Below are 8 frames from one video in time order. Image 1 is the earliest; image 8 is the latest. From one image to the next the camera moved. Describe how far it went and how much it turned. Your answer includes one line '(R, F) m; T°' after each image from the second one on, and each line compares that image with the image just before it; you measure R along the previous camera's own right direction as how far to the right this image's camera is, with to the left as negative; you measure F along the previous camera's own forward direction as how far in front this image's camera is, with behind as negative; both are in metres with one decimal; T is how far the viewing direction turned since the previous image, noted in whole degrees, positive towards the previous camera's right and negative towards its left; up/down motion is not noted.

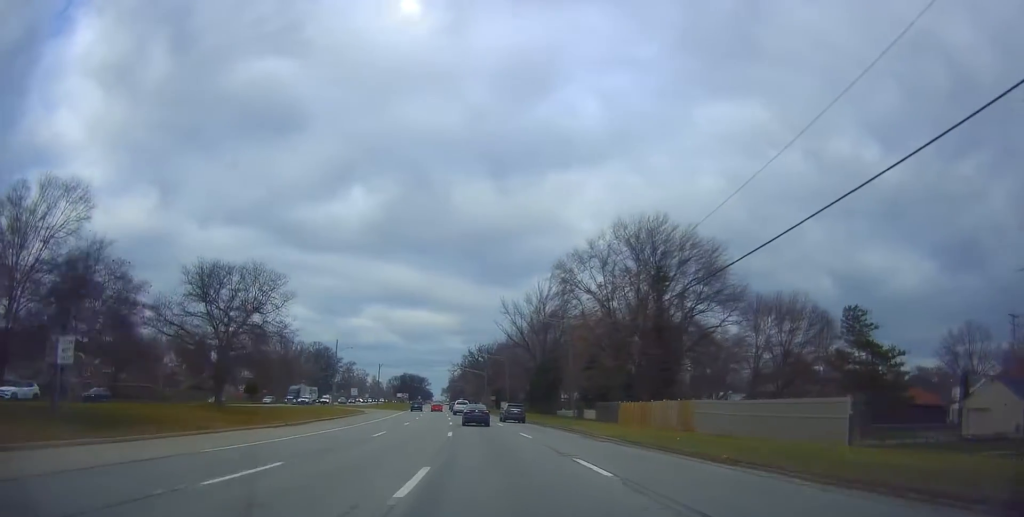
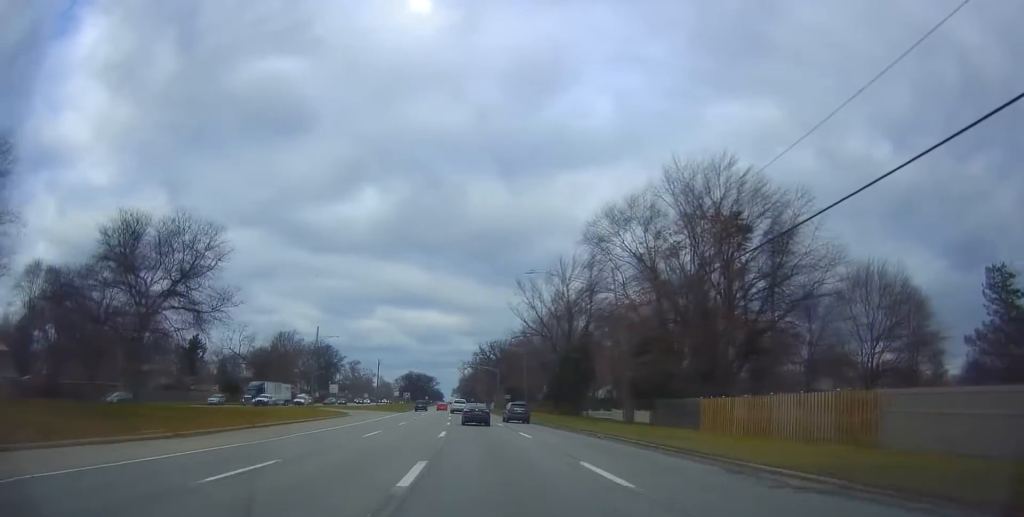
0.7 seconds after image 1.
(0.0, +16.8) m; -1°
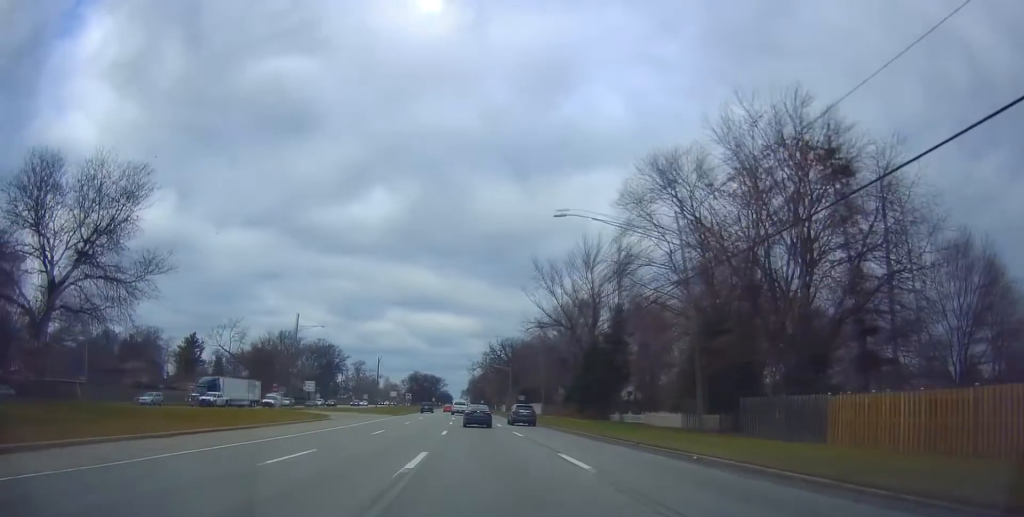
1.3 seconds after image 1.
(0.0, +12.3) m; -1°
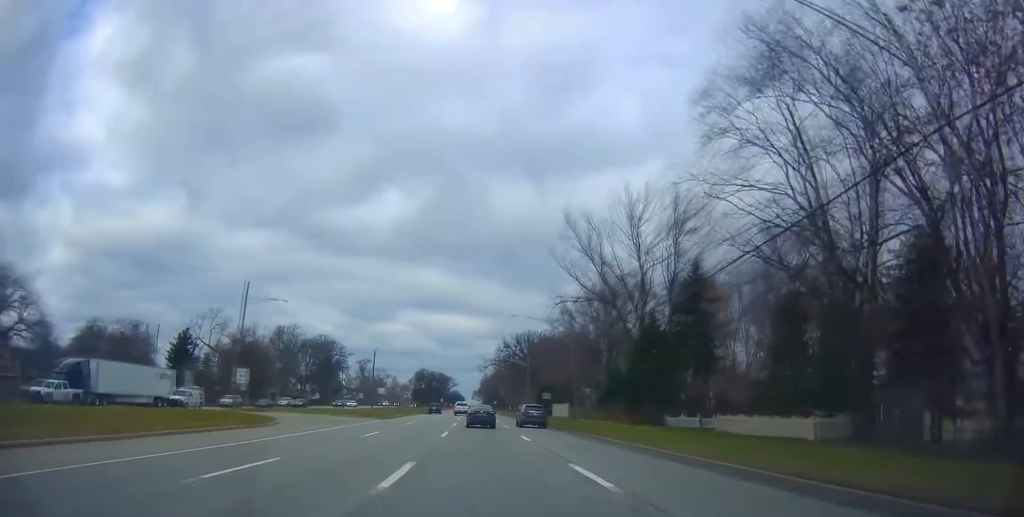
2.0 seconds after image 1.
(-0.5, +17.7) m; -2°
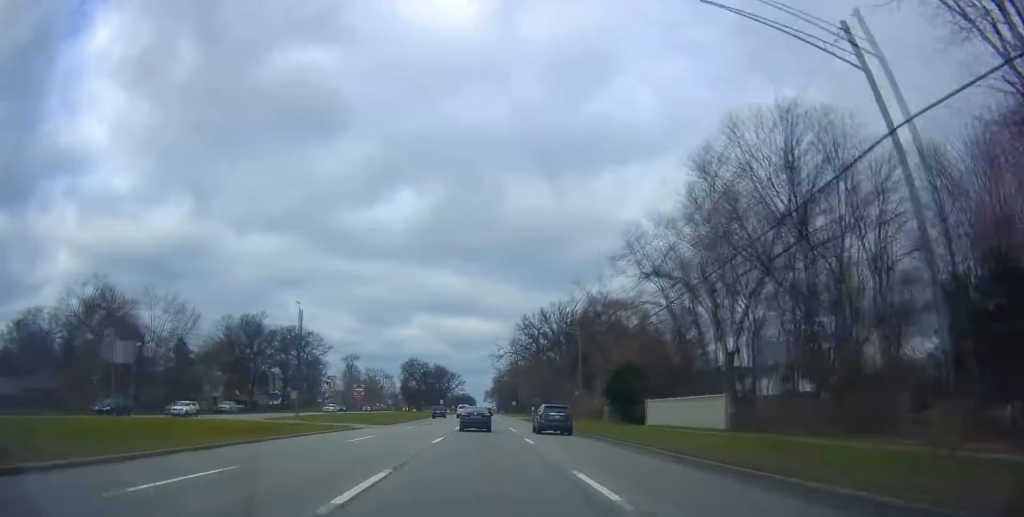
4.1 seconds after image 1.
(-1.7, +48.2) m; -2°
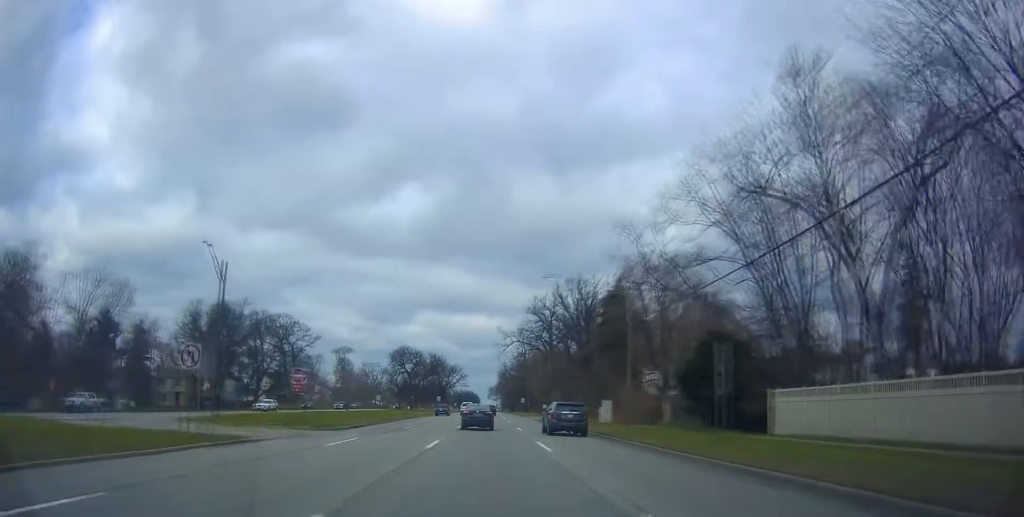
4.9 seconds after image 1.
(+0.7, +19.3) m; +2°
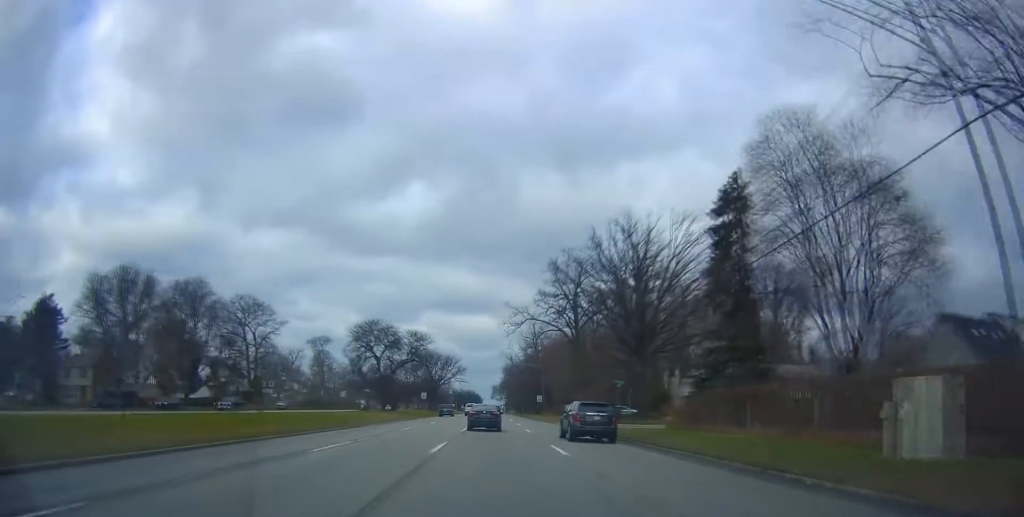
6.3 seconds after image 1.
(-0.2, +32.3) m; -2°
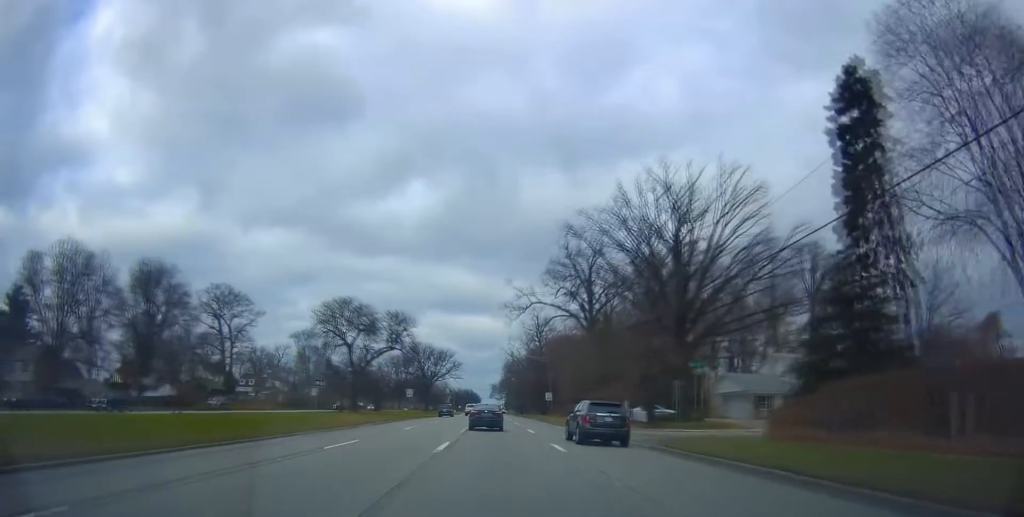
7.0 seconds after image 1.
(-0.5, +14.4) m; 0°
